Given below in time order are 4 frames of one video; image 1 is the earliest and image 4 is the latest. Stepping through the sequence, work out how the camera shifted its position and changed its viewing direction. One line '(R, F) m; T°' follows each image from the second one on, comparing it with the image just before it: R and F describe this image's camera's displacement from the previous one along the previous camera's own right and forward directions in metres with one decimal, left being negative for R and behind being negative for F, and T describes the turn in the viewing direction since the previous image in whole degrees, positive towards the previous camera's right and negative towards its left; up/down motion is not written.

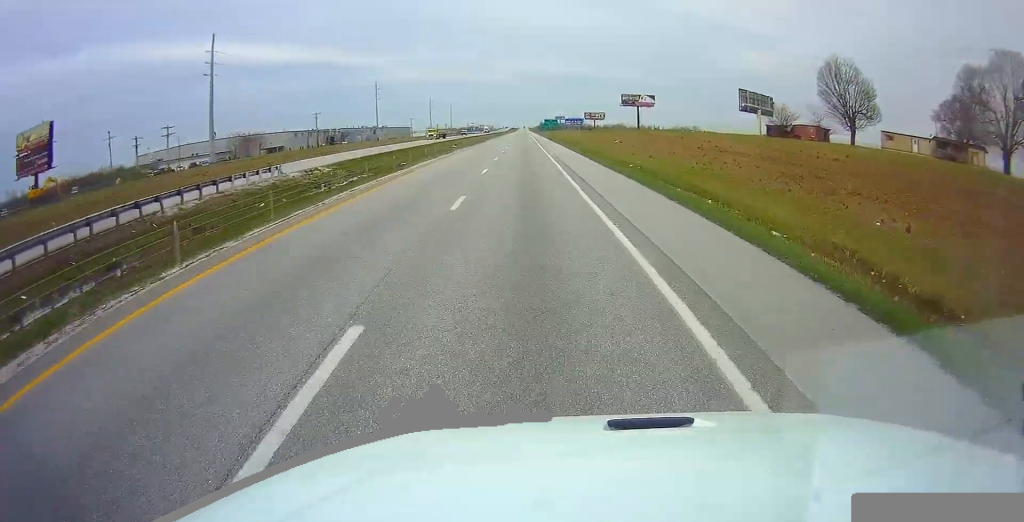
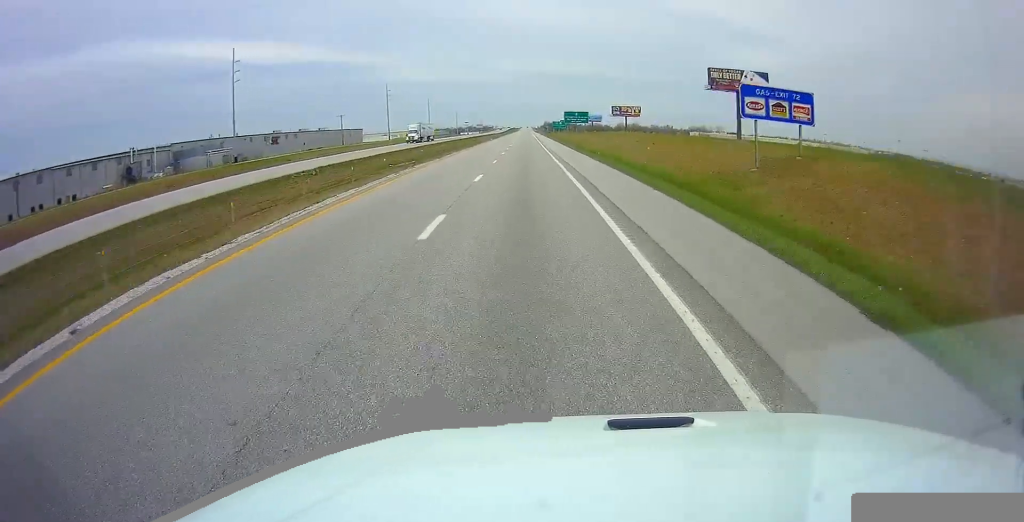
(-1.2, +124.6) m; 0°
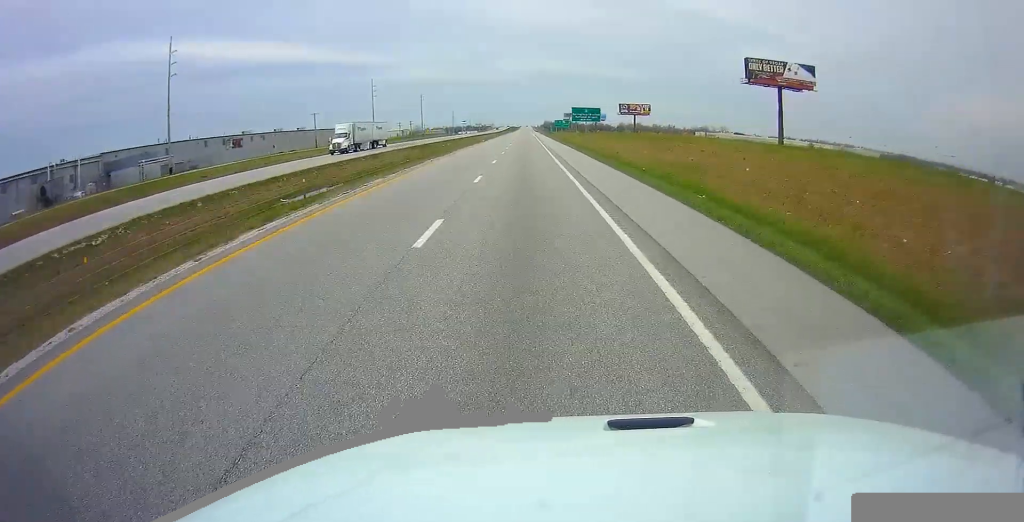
(+0.2, +25.0) m; 0°
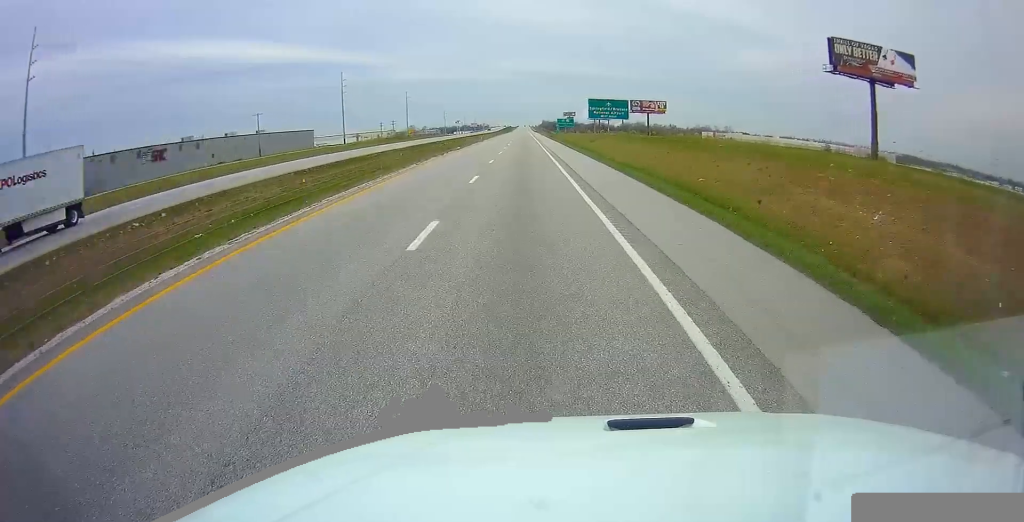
(-0.5, +36.3) m; -1°
